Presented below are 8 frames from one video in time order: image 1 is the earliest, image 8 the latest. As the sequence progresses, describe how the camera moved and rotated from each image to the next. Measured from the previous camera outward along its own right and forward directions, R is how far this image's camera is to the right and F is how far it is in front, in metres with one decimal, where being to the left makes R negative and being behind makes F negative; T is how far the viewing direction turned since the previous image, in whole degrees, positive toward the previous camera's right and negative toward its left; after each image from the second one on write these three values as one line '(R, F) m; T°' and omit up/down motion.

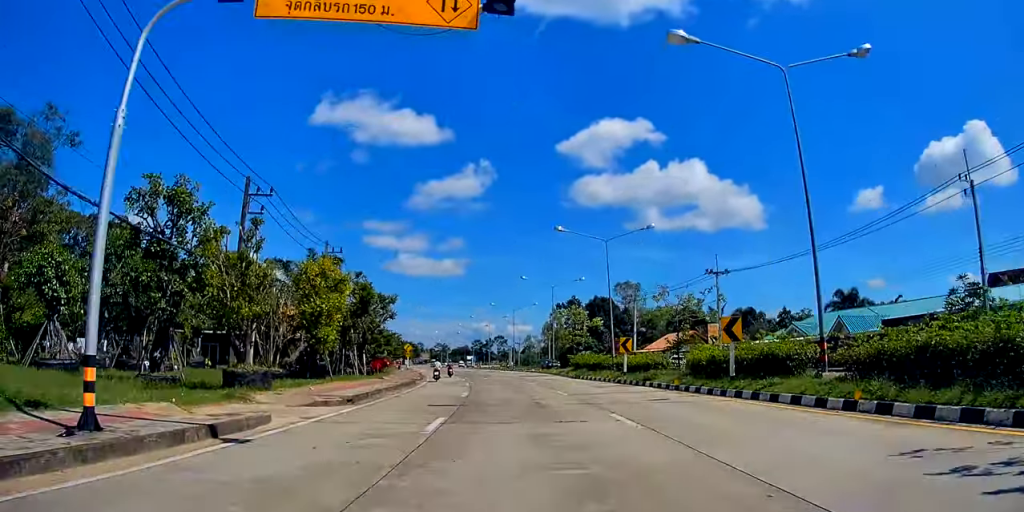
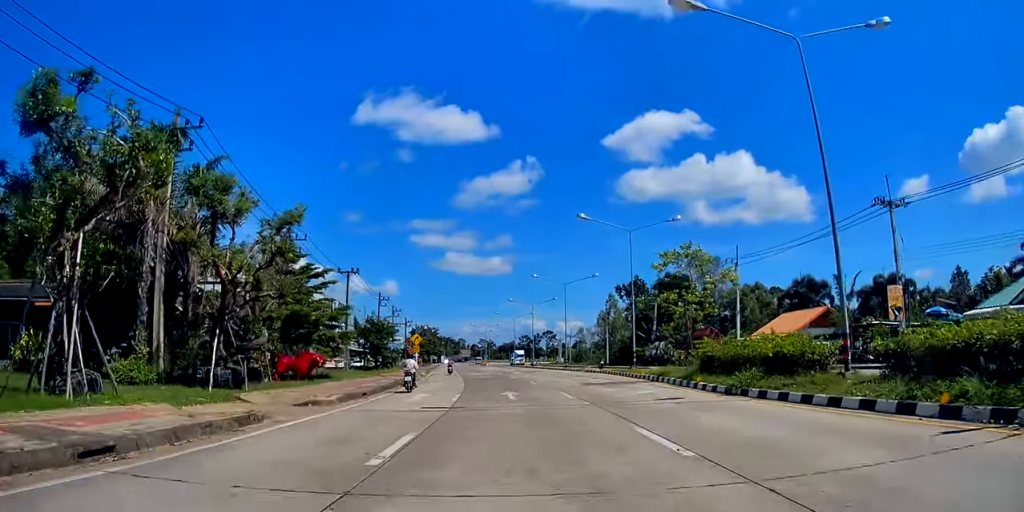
(-1.1, +28.4) m; -5°
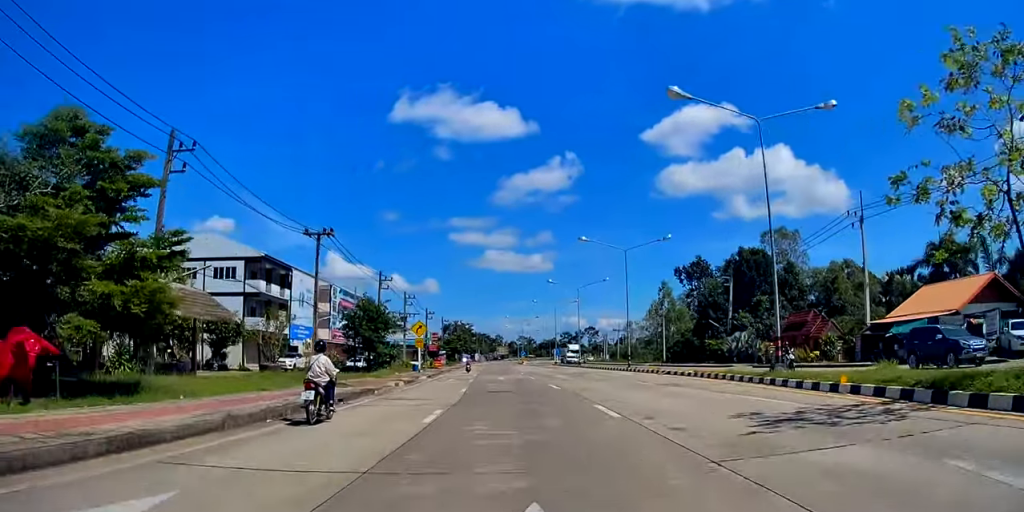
(-0.5, +19.4) m; -2°
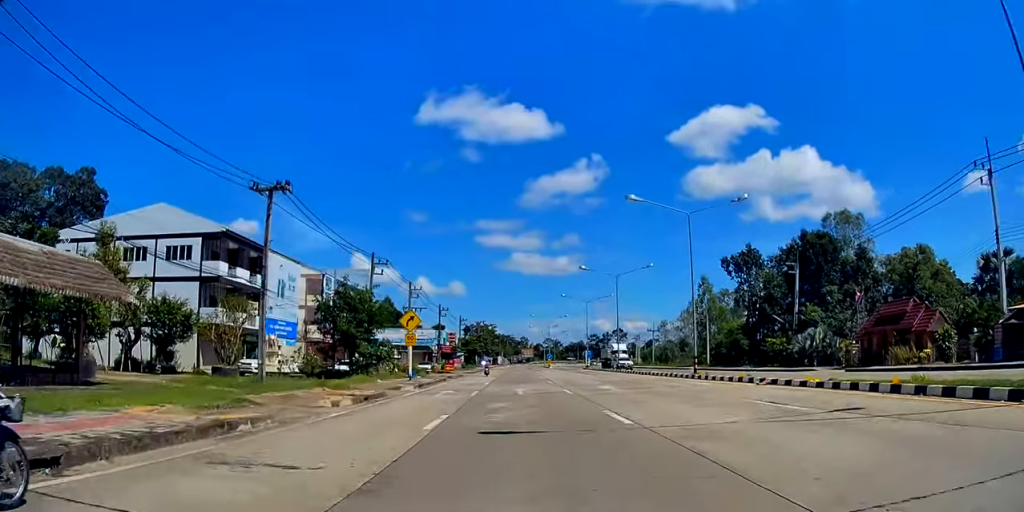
(-0.1, +12.8) m; 0°
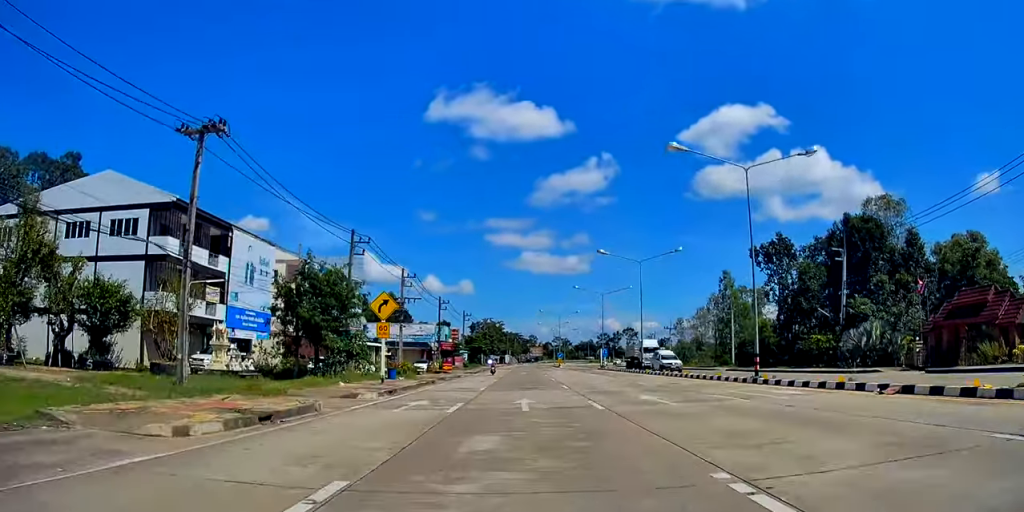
(+0.1, +8.2) m; 0°
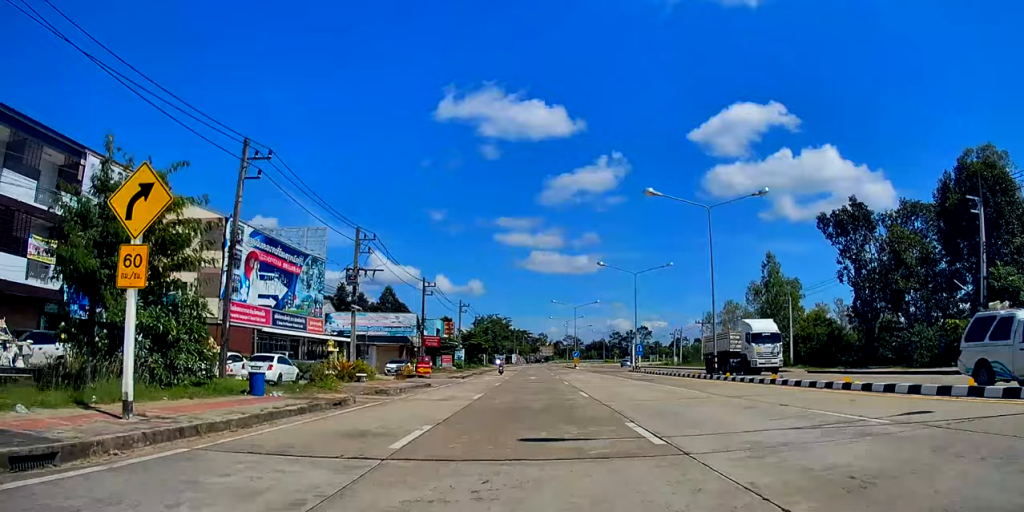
(-0.1, +18.6) m; 0°
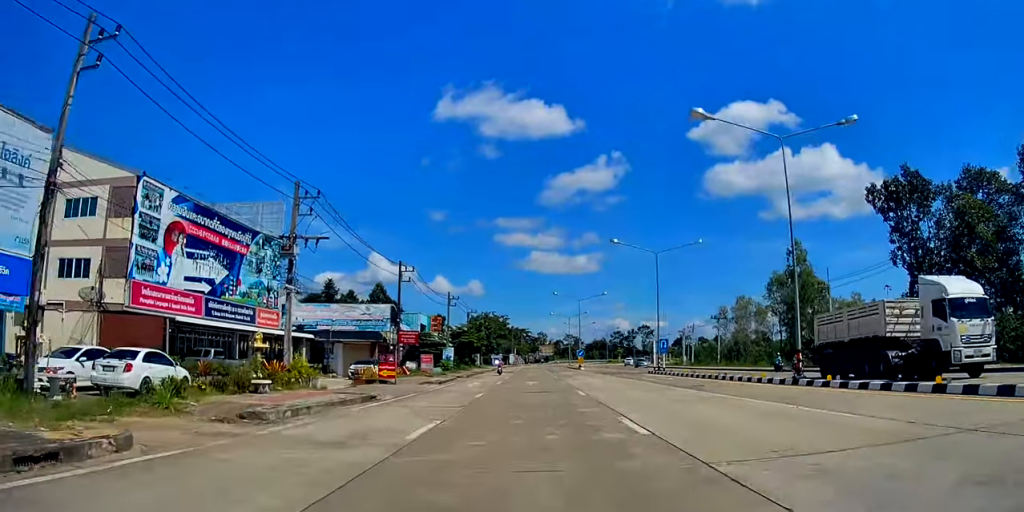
(+0.1, +10.5) m; 0°
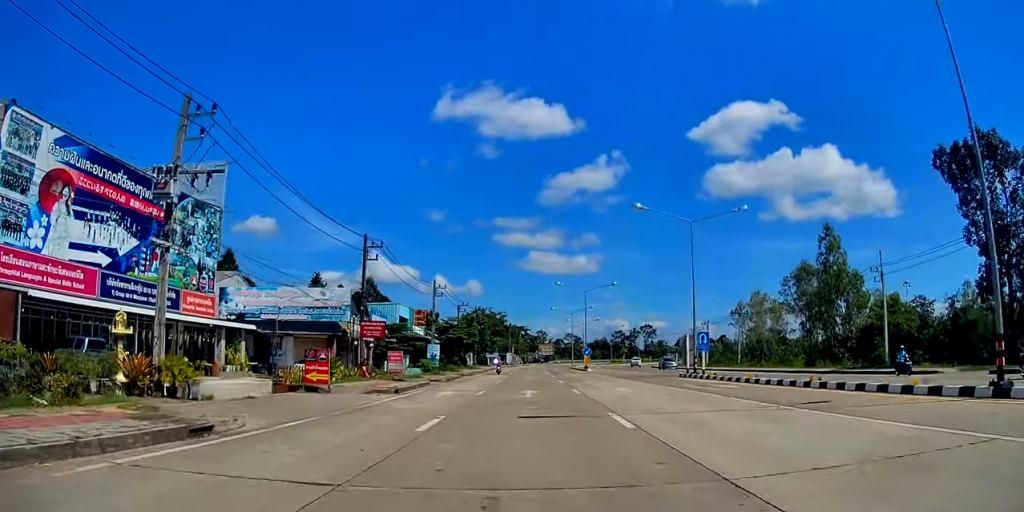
(0.0, +10.9) m; 0°
